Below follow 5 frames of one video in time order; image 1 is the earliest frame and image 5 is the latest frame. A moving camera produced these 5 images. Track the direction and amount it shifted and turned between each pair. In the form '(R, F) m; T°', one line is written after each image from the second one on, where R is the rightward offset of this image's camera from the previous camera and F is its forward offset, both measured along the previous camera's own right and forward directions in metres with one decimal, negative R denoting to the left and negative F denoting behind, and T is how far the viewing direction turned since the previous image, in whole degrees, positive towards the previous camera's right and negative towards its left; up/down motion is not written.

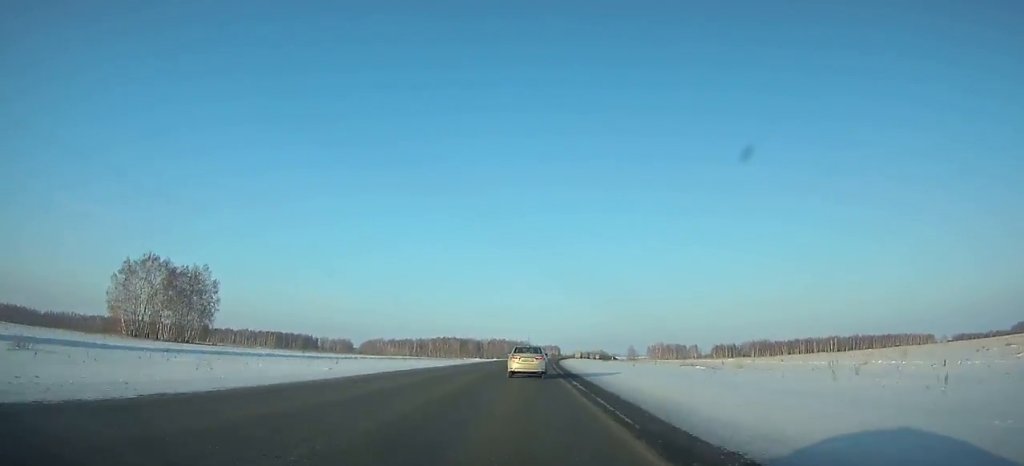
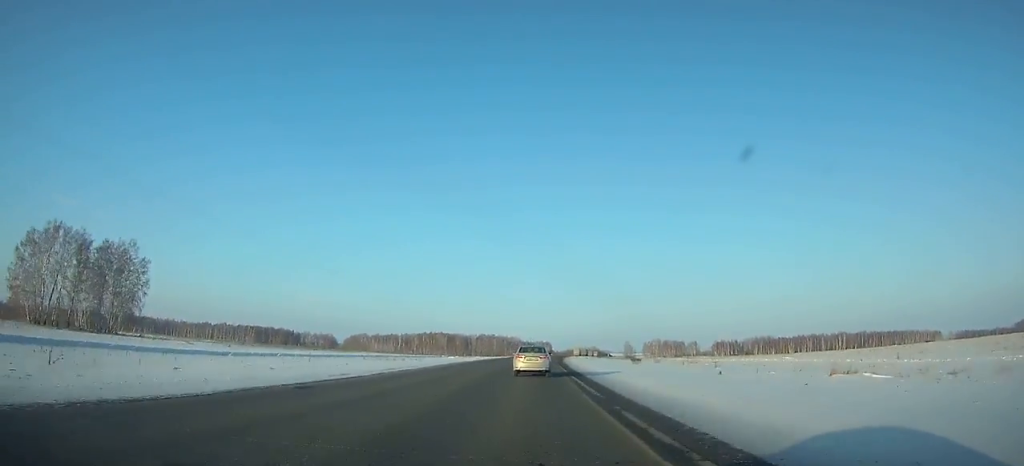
(+0.3, +29.9) m; +1°
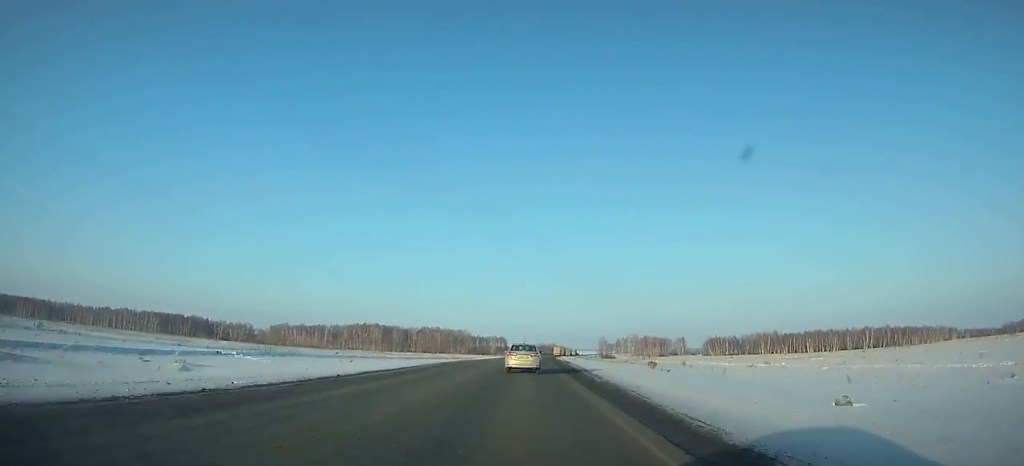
(+2.8, +103.2) m; +4°
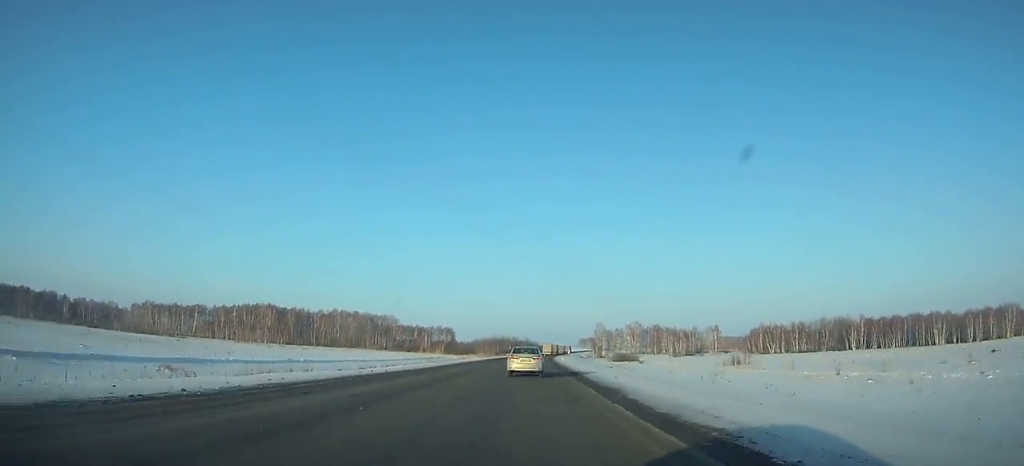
(+5.8, +159.6) m; +4°
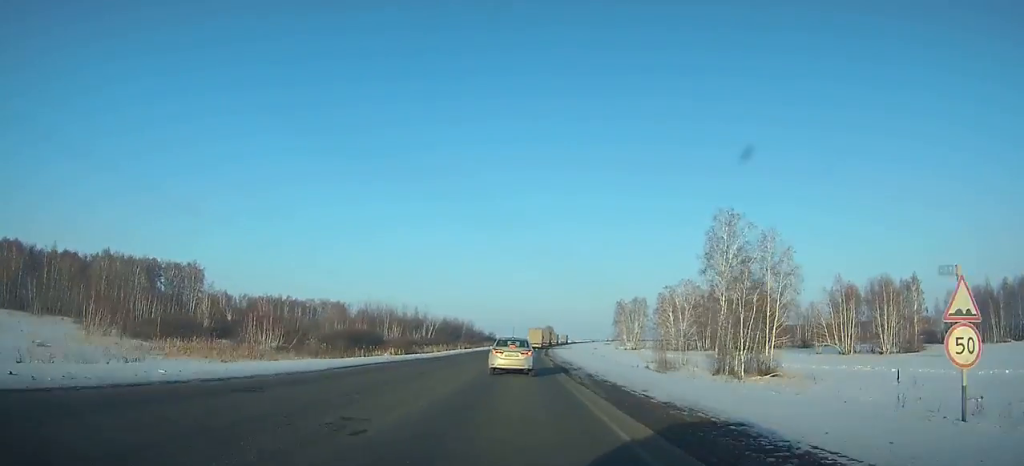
(+7.4, +183.1) m; +5°
